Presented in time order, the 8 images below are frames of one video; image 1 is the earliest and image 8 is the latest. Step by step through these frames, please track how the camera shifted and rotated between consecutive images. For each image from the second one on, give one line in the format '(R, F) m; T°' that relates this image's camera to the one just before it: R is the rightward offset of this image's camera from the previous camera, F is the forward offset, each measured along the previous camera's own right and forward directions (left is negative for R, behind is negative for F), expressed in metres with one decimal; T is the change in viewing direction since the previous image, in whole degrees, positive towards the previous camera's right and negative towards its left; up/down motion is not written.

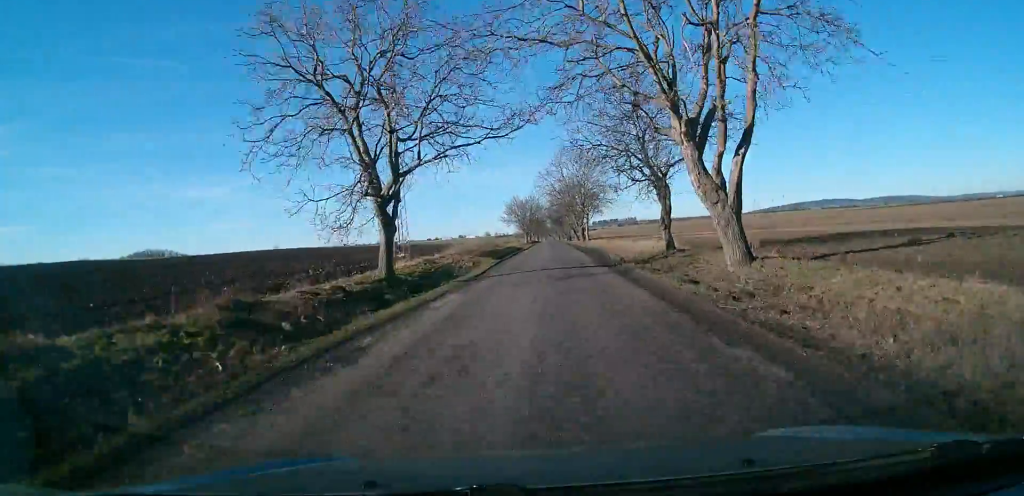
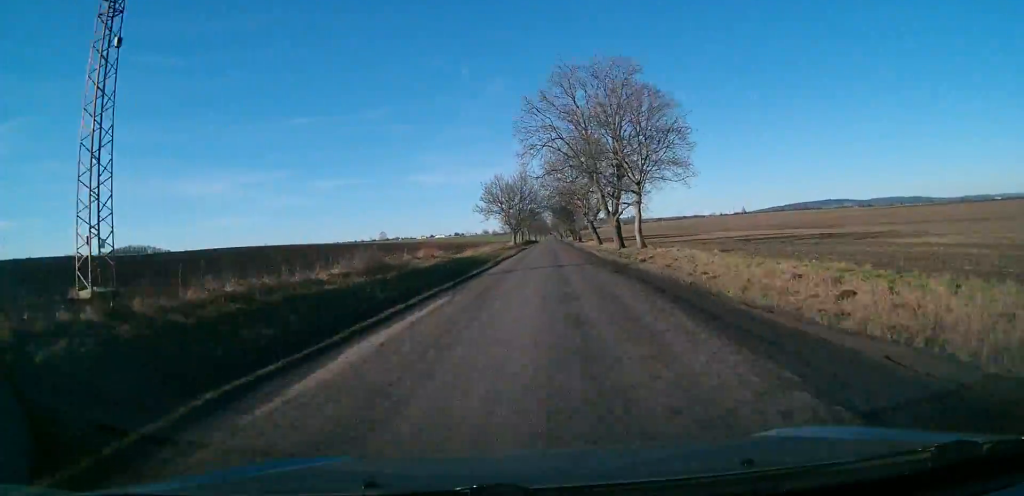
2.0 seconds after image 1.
(+0.2, +50.7) m; +1°
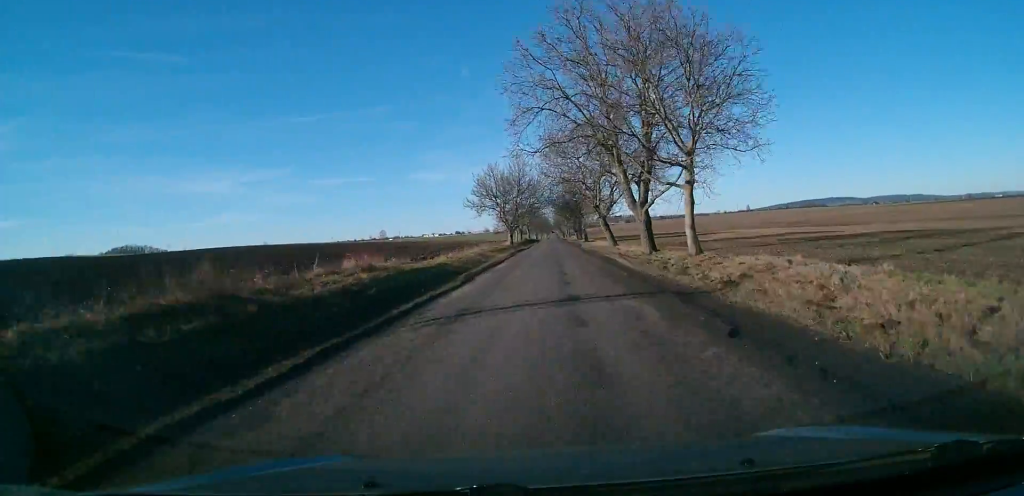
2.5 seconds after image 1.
(+0.2, +12.9) m; 0°
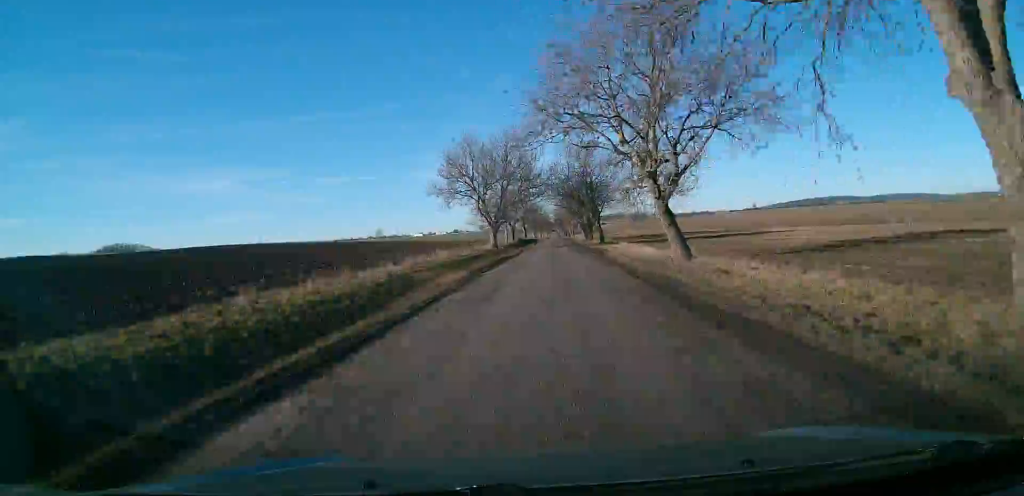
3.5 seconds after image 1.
(-0.5, +26.9) m; -1°
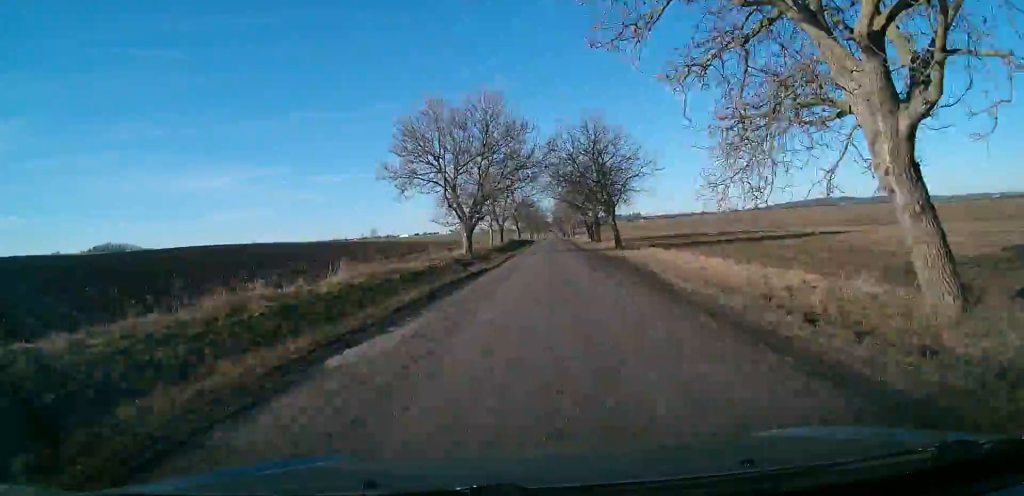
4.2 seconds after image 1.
(0.0, +17.5) m; 0°
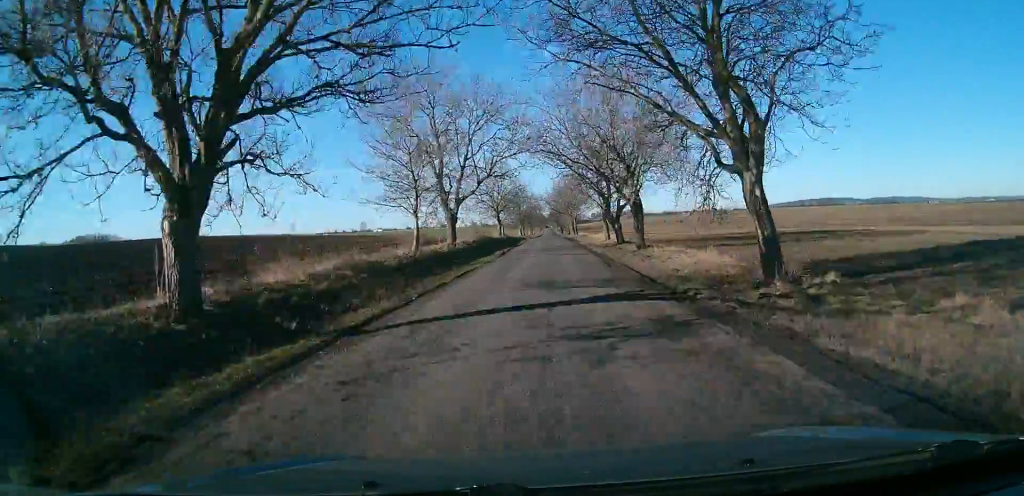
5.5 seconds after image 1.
(0.0, +34.2) m; 0°
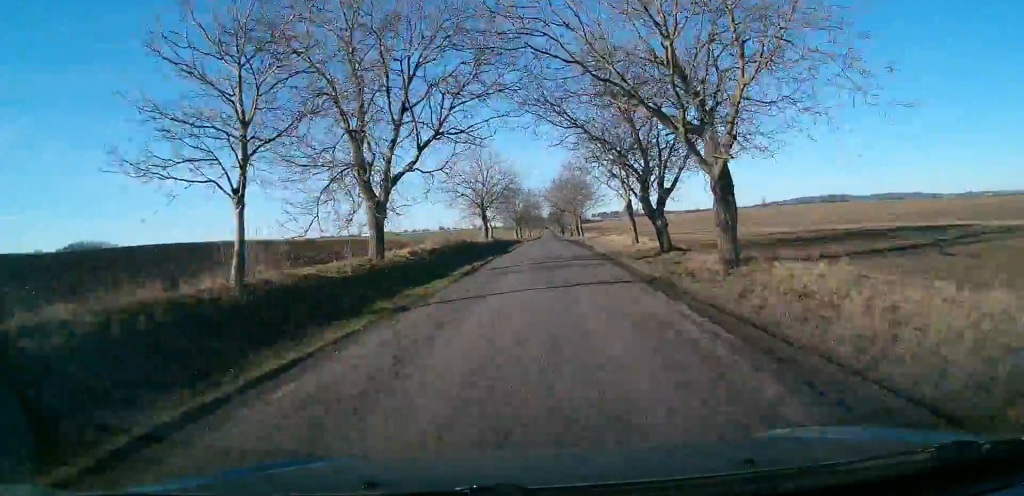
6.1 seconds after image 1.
(+0.1, +17.2) m; 0°
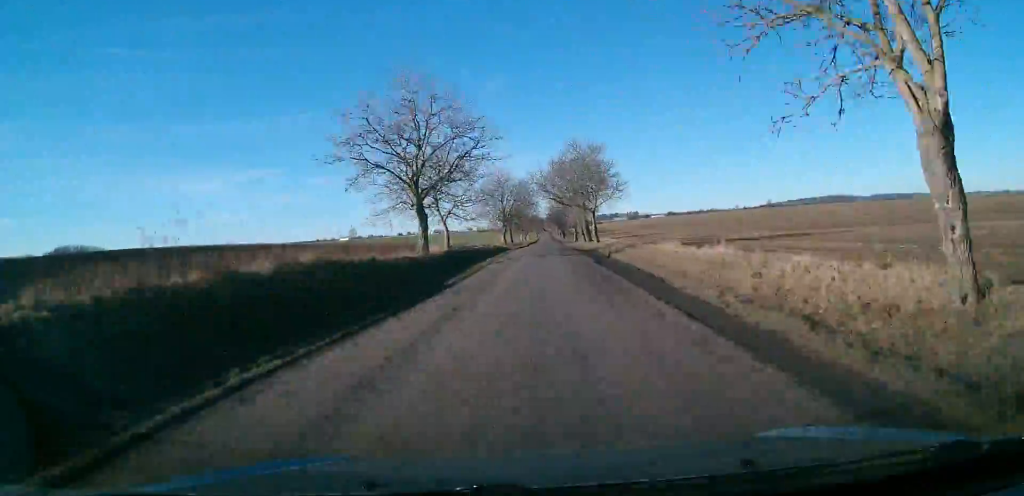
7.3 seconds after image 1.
(0.0, +29.6) m; 0°
